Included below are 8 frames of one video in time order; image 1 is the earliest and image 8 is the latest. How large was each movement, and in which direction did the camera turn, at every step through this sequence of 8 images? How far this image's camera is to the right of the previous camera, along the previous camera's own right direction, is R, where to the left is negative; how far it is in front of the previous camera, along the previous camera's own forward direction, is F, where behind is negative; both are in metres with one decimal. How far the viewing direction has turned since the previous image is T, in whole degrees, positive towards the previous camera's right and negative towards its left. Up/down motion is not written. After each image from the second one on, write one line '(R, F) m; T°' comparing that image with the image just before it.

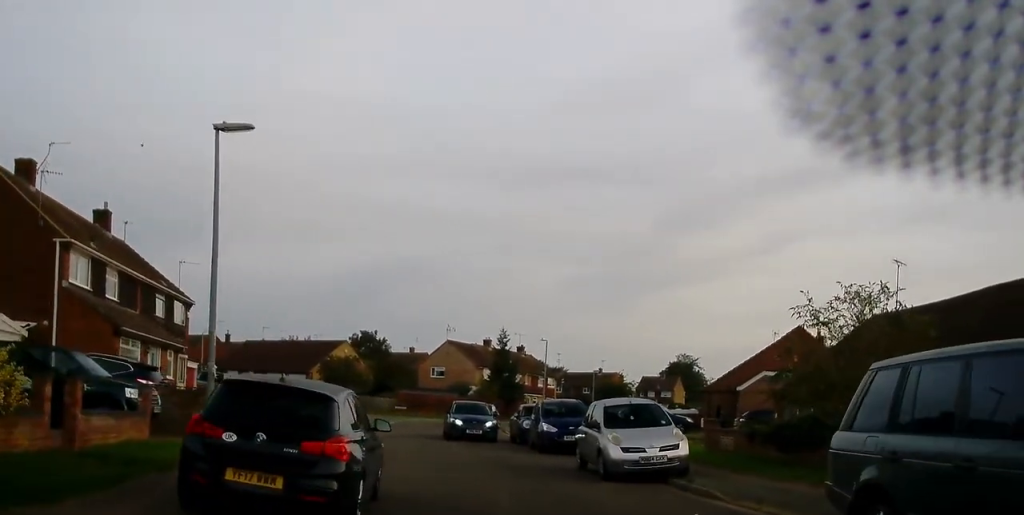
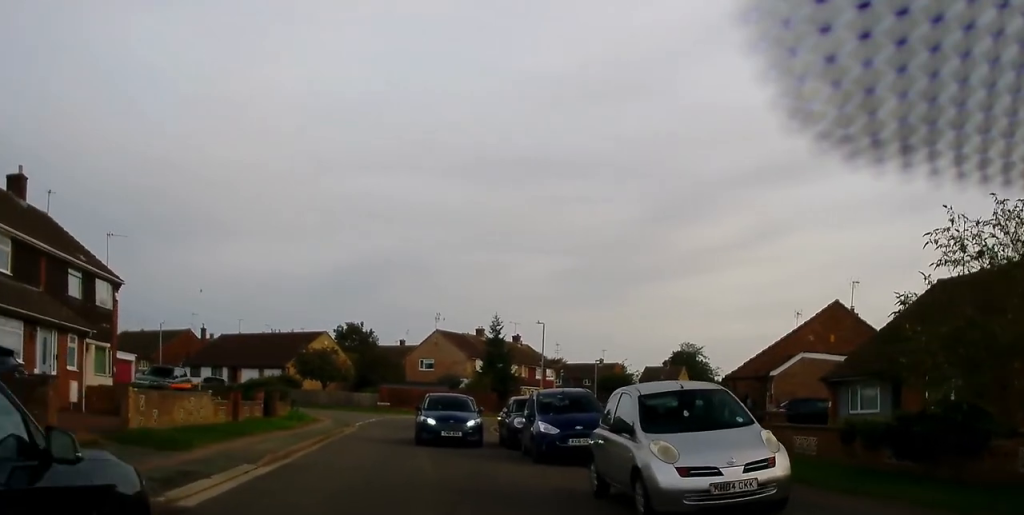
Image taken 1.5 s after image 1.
(0.0, +6.5) m; -3°
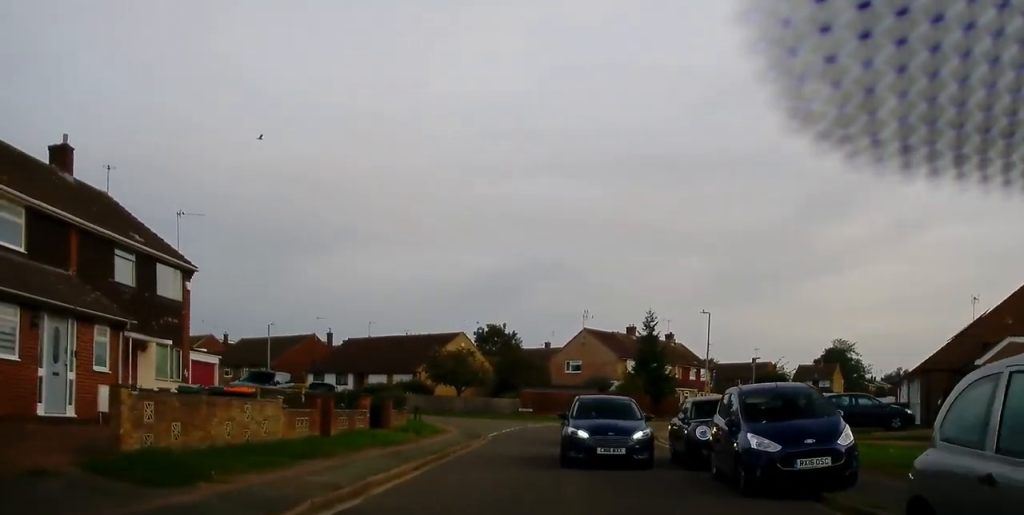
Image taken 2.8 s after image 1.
(-0.4, +5.6) m; -5°
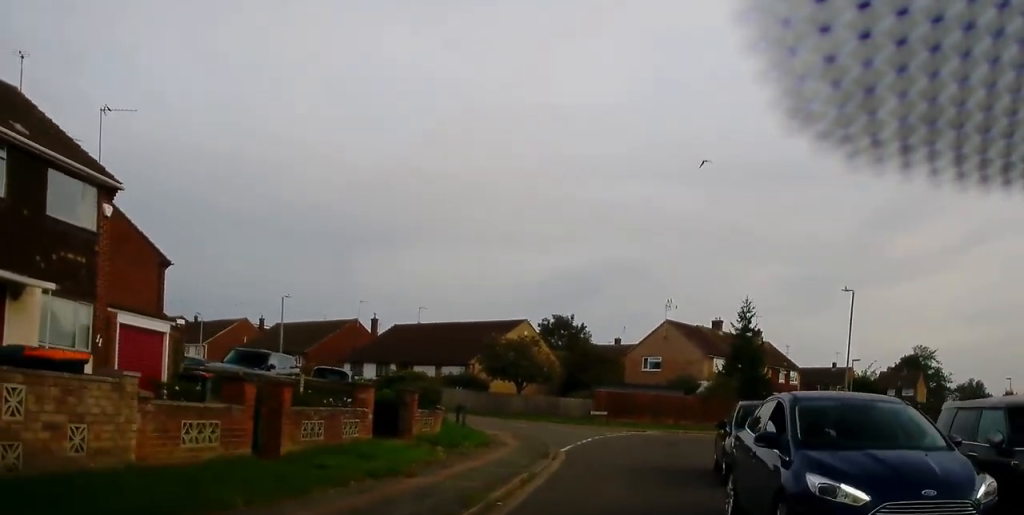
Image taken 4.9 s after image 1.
(-0.2, +9.0) m; 0°
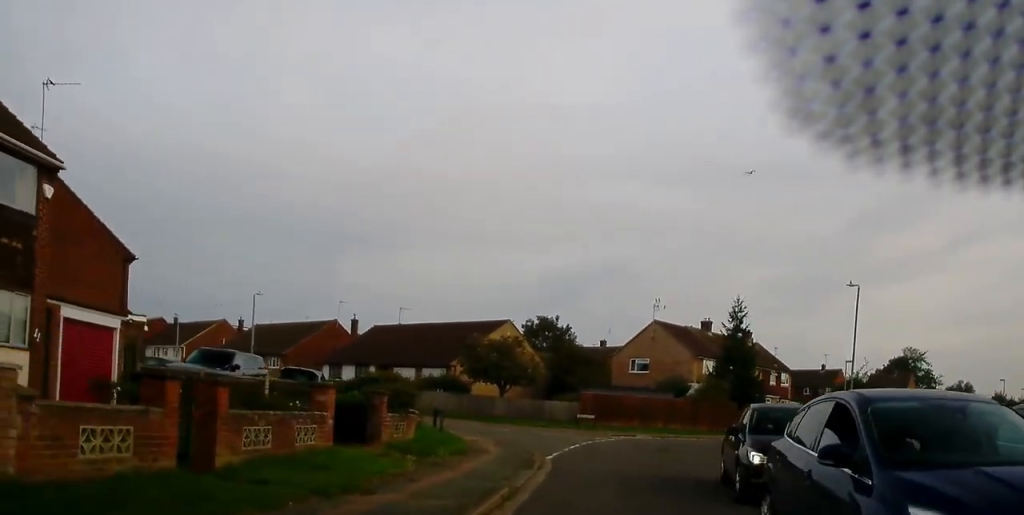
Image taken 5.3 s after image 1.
(+0.1, +1.9) m; 0°
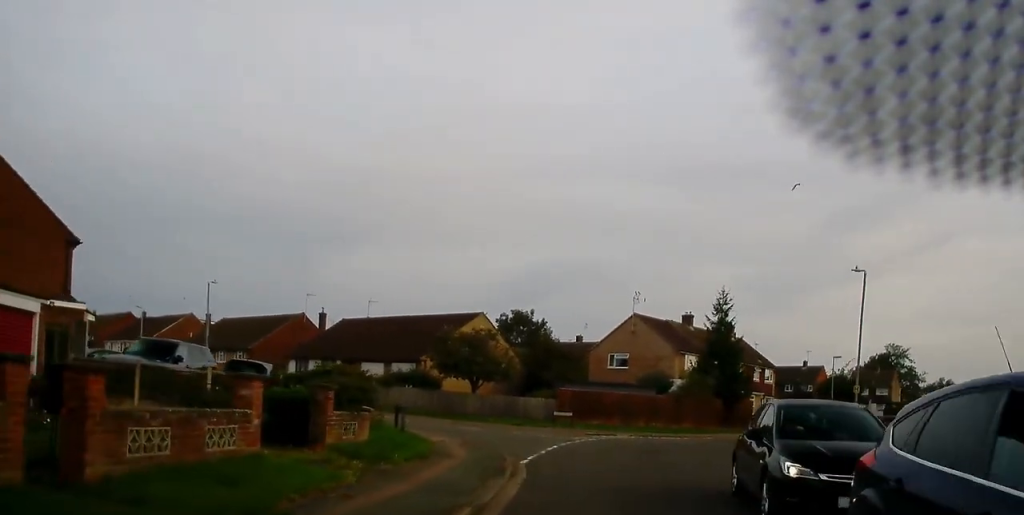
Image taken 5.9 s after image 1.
(+0.1, +2.5) m; 0°
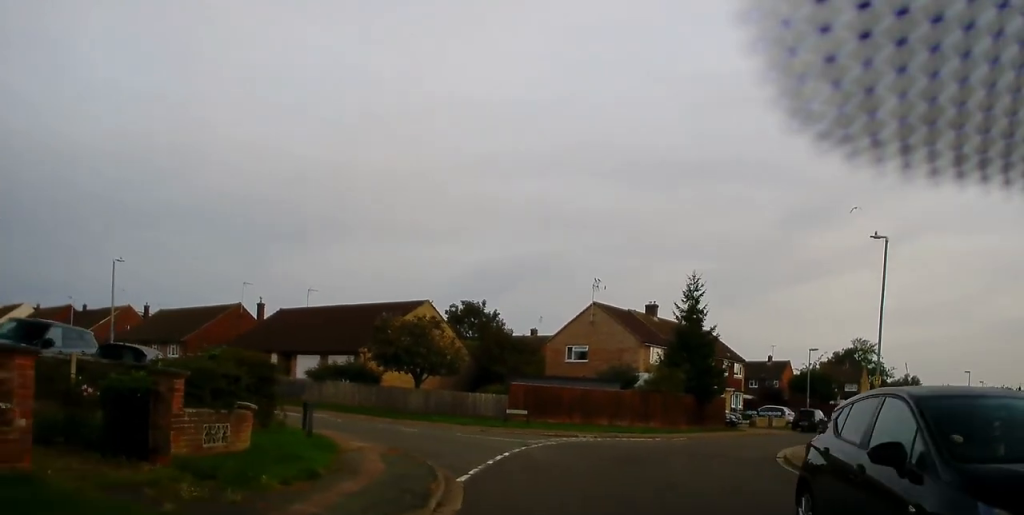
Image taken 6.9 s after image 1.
(-0.1, +4.5) m; +4°
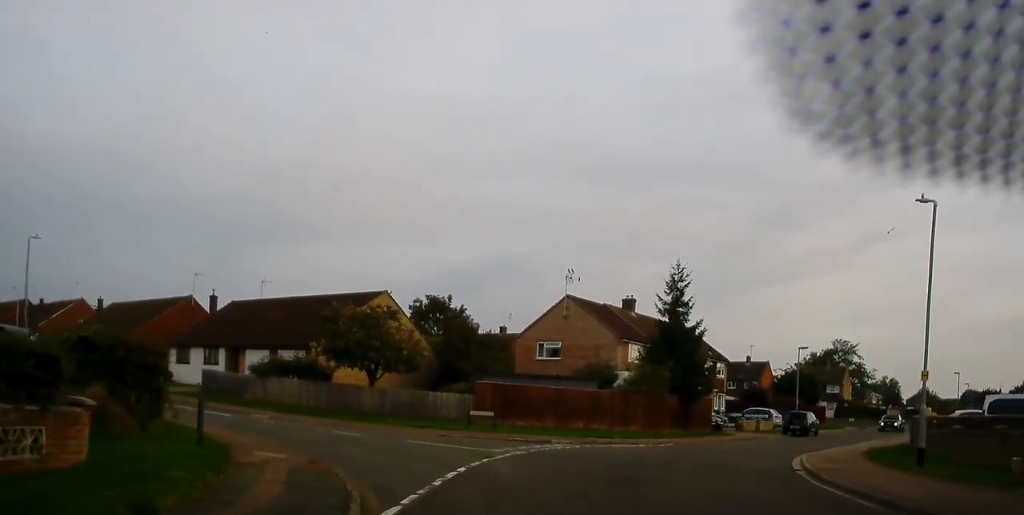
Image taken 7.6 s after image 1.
(+0.3, +4.1) m; +4°
